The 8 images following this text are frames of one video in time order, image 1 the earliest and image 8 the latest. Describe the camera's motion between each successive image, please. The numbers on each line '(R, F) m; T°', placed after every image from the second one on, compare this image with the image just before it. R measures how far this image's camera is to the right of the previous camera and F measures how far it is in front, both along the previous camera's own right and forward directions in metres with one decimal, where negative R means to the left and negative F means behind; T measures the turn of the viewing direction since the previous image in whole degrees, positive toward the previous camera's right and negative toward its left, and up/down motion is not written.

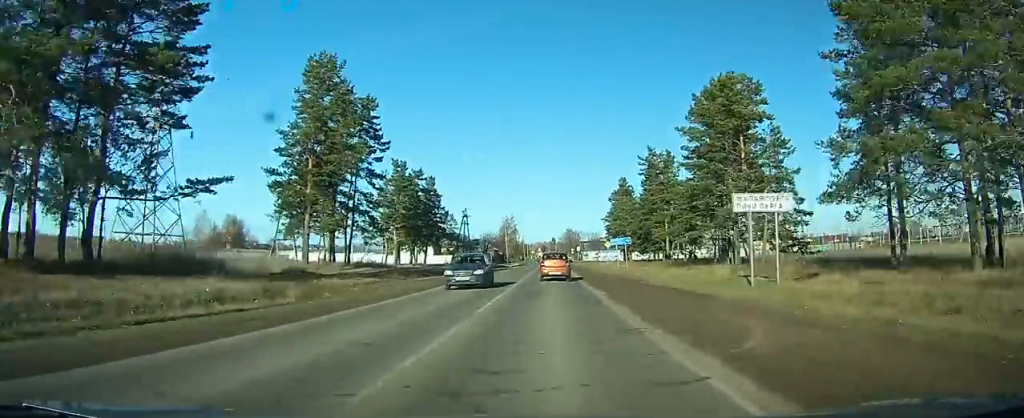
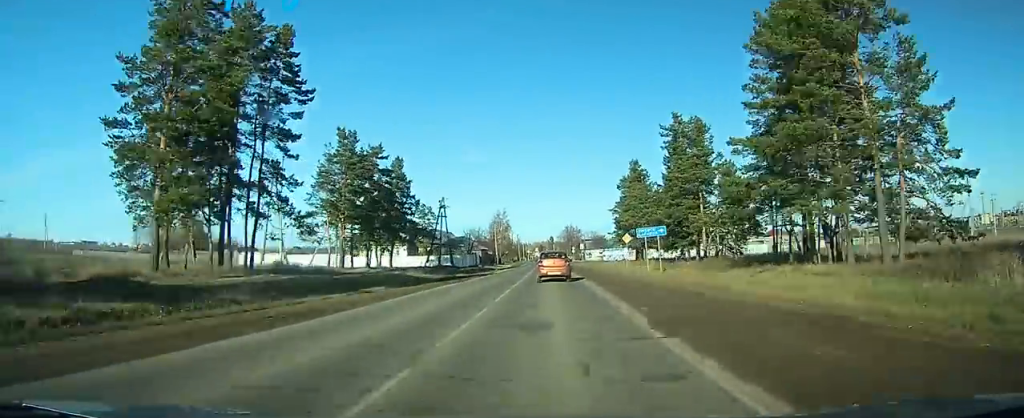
(0.0, +21.8) m; 0°
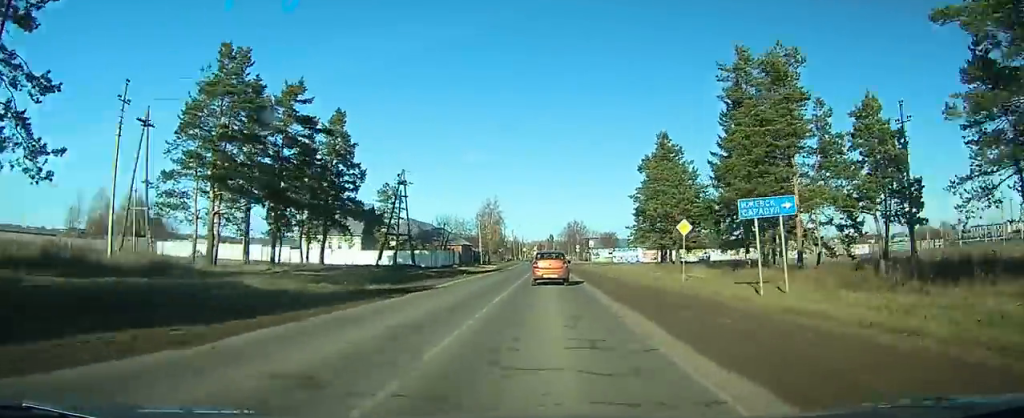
(0.0, +25.1) m; 0°
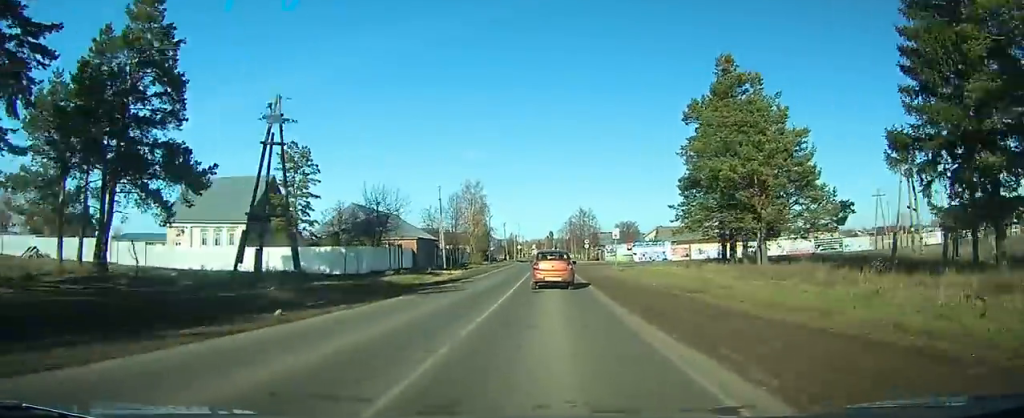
(0.0, +31.0) m; 0°
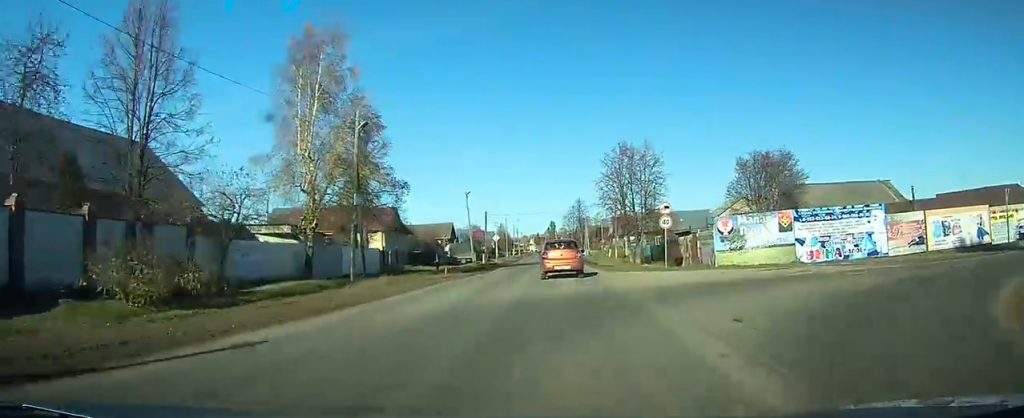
(+0.4, +68.3) m; +2°
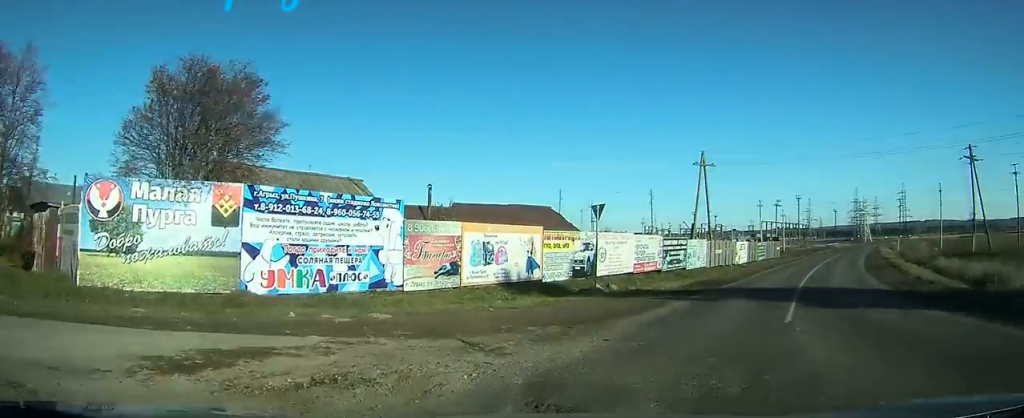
(+1.0, +30.3) m; +16°
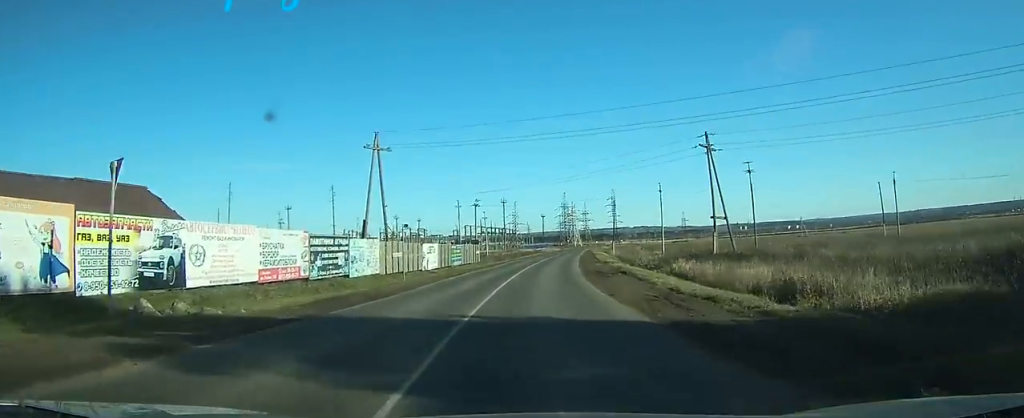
(+4.1, +16.8) m; +36°
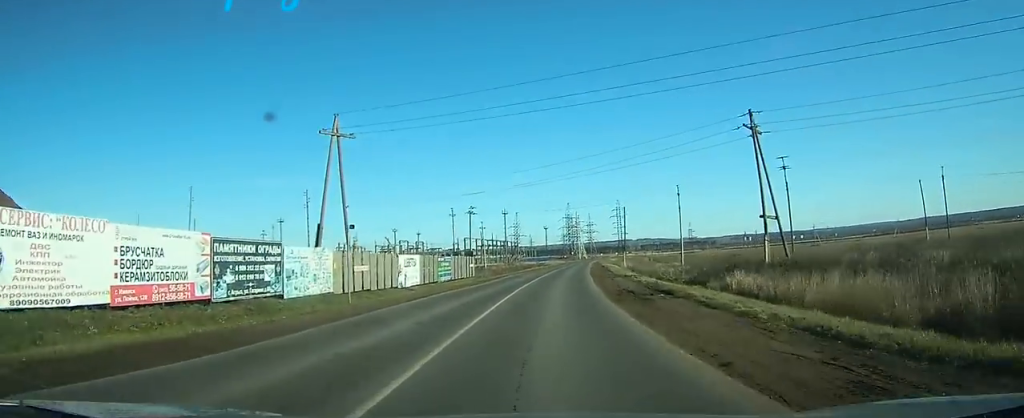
(+2.5, +10.1) m; +23°
